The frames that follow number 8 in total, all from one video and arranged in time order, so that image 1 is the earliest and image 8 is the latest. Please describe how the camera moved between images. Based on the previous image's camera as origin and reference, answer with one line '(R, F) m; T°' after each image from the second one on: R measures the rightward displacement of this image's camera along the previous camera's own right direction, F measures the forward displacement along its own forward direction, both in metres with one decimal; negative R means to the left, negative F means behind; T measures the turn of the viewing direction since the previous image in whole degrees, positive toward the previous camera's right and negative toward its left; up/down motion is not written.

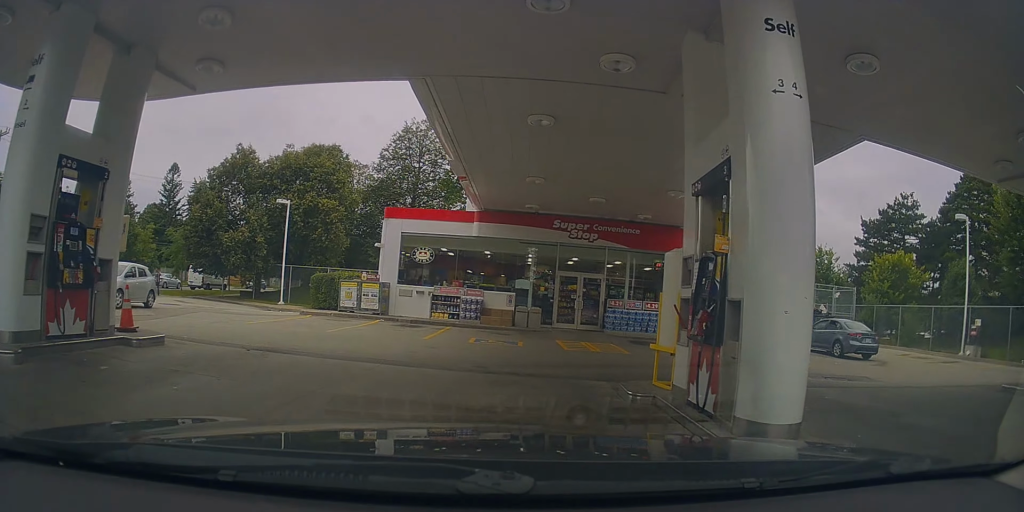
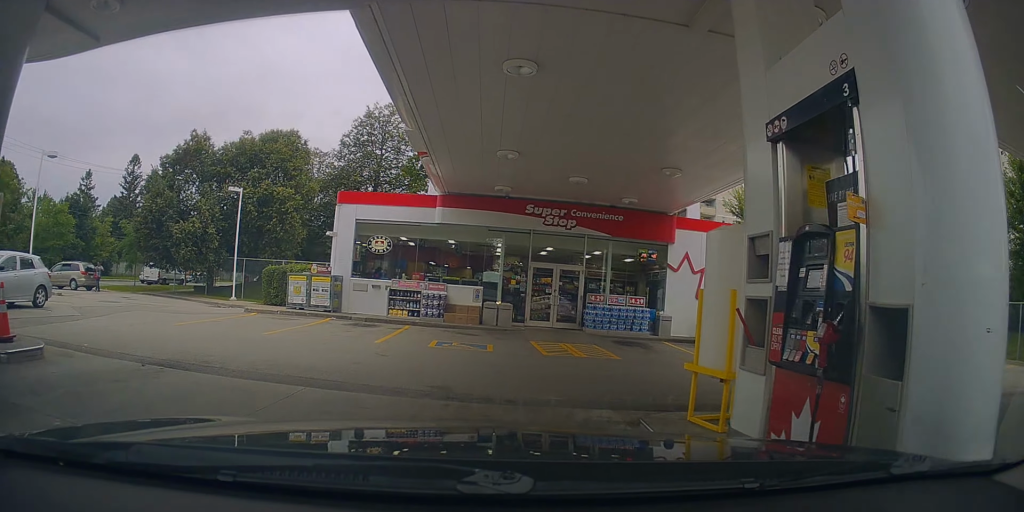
(+0.2, +2.5) m; +2°
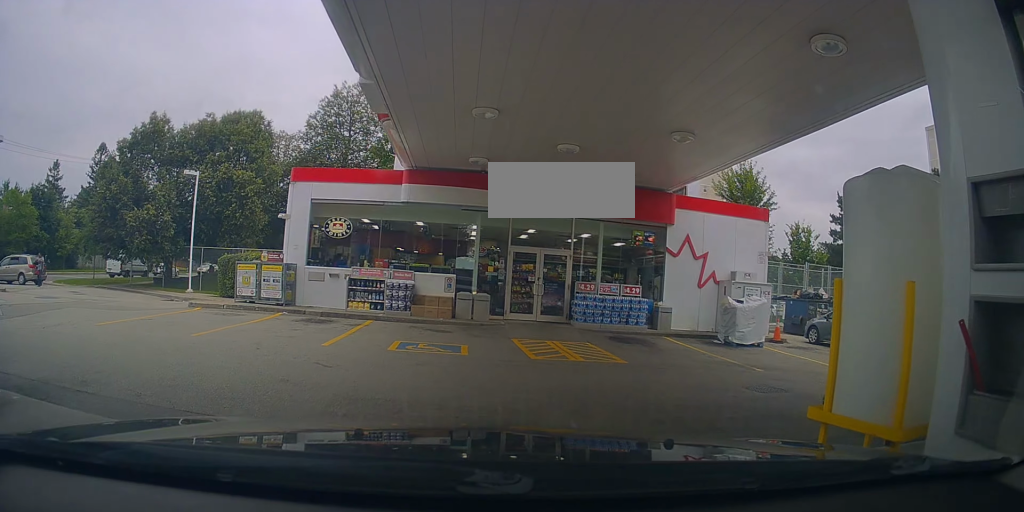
(-0.1, +2.5) m; +3°
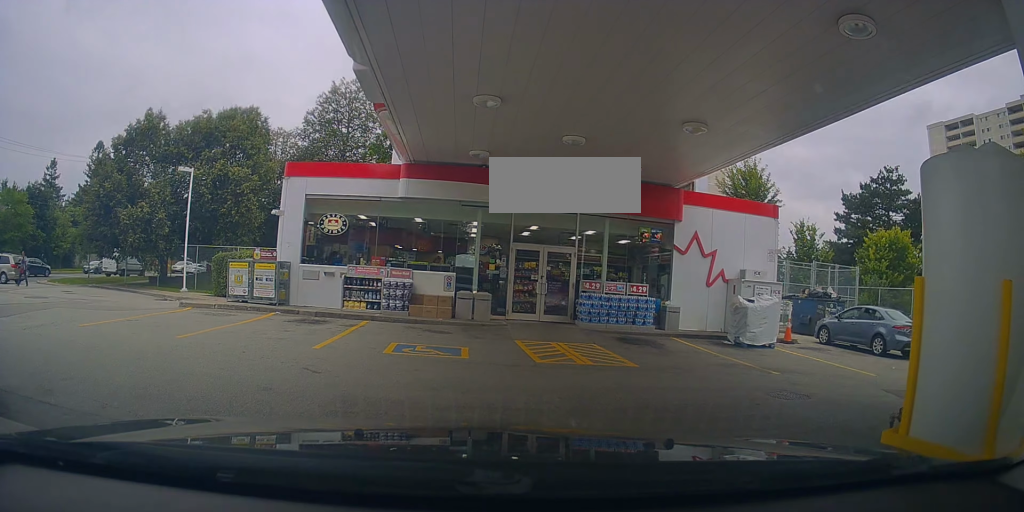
(+0.2, +0.7) m; 0°
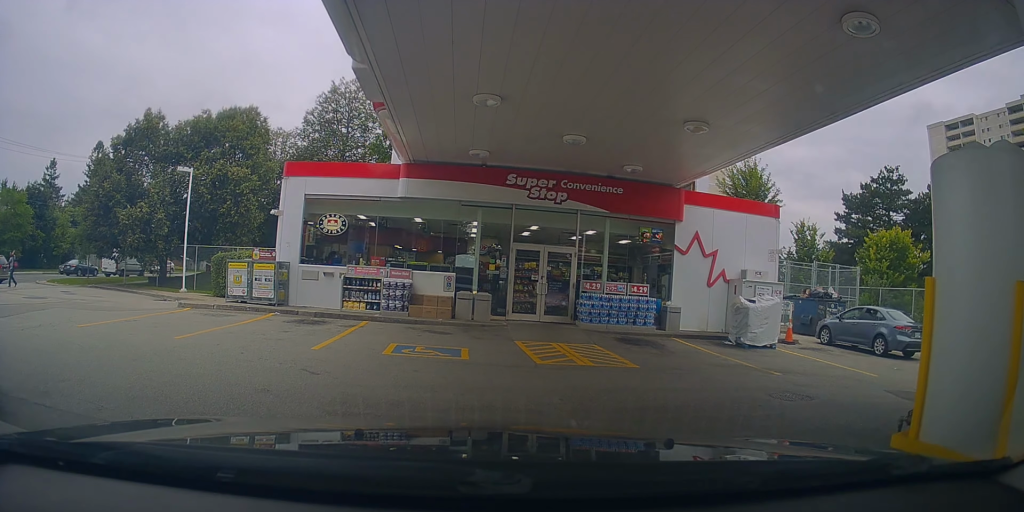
(+0.1, +0.2) m; 0°
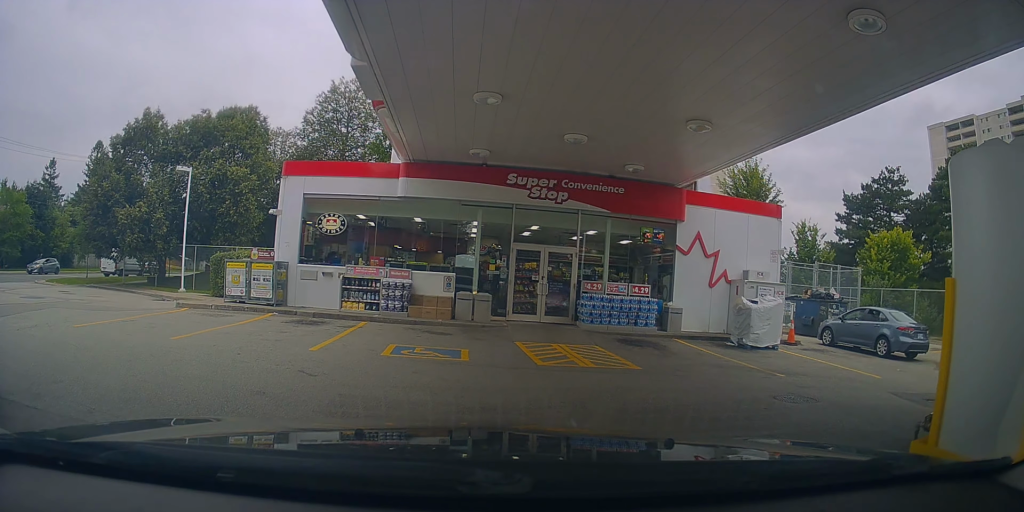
(0.0, 0.0) m; 0°
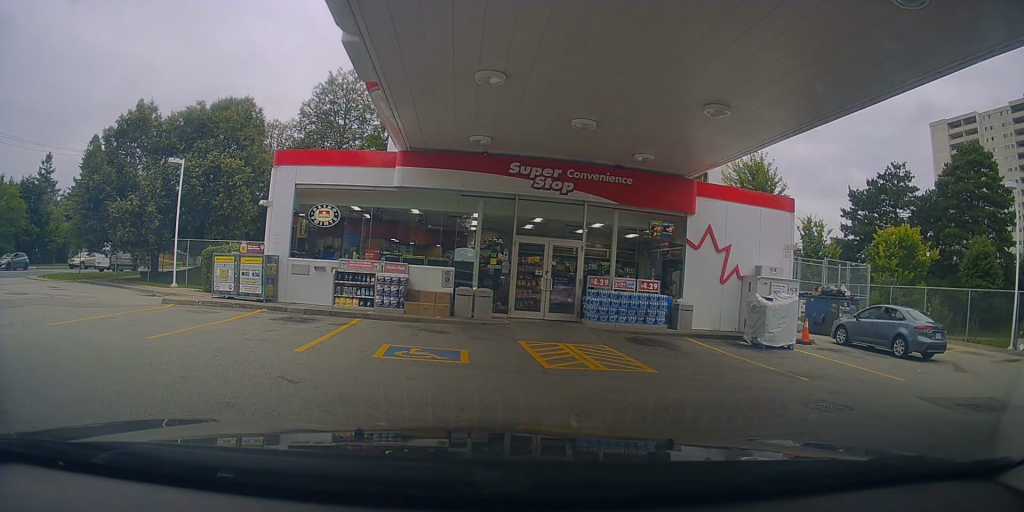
(+0.1, +0.3) m; 0°
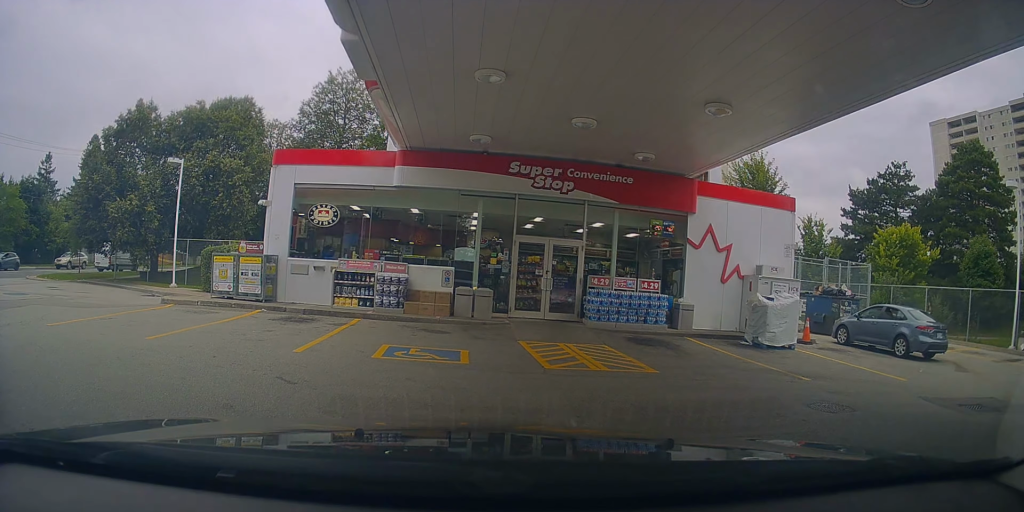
(0.0, 0.0) m; 0°
